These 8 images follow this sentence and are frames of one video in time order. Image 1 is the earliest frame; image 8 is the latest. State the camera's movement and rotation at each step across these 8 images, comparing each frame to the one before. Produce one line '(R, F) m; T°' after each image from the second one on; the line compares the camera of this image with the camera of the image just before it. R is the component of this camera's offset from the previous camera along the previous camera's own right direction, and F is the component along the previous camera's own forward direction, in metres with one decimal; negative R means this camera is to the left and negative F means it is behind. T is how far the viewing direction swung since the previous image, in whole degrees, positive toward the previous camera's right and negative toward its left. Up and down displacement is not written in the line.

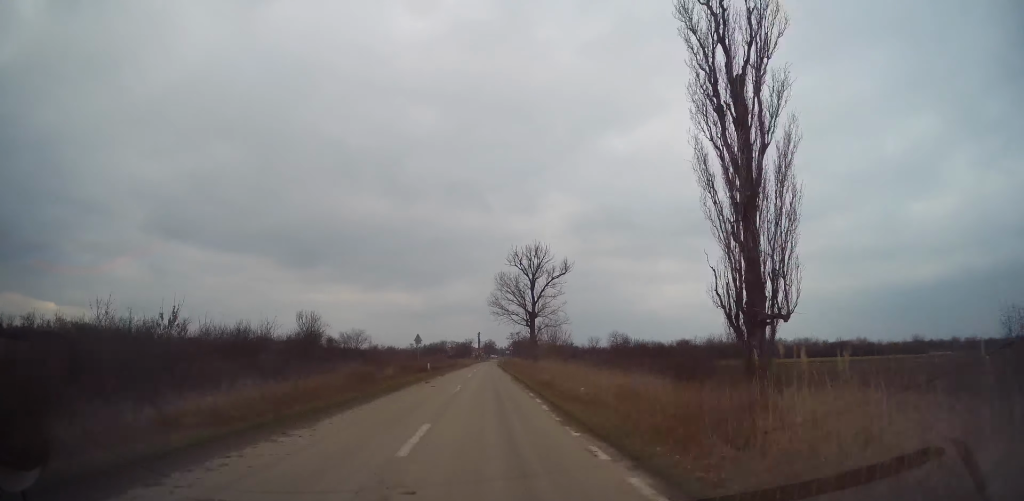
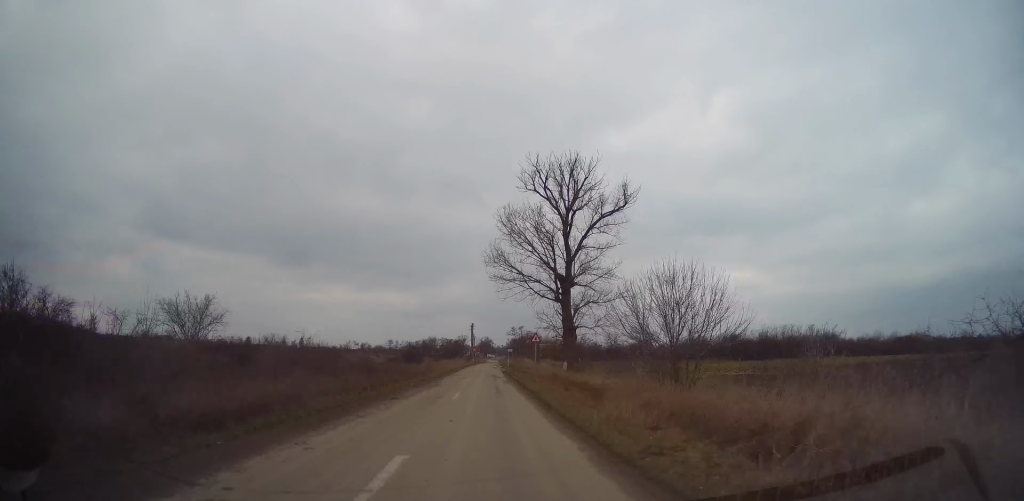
(-0.2, +38.1) m; 0°
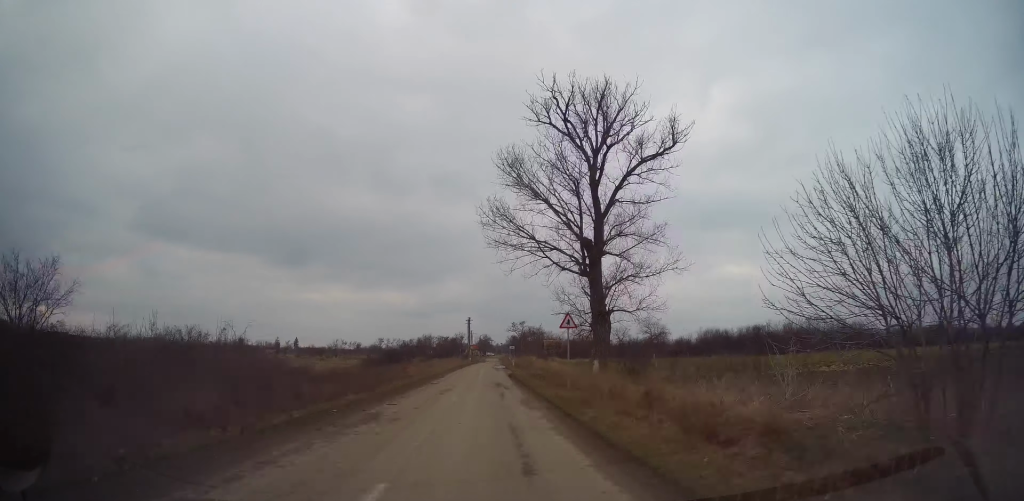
(0.0, +13.1) m; +1°
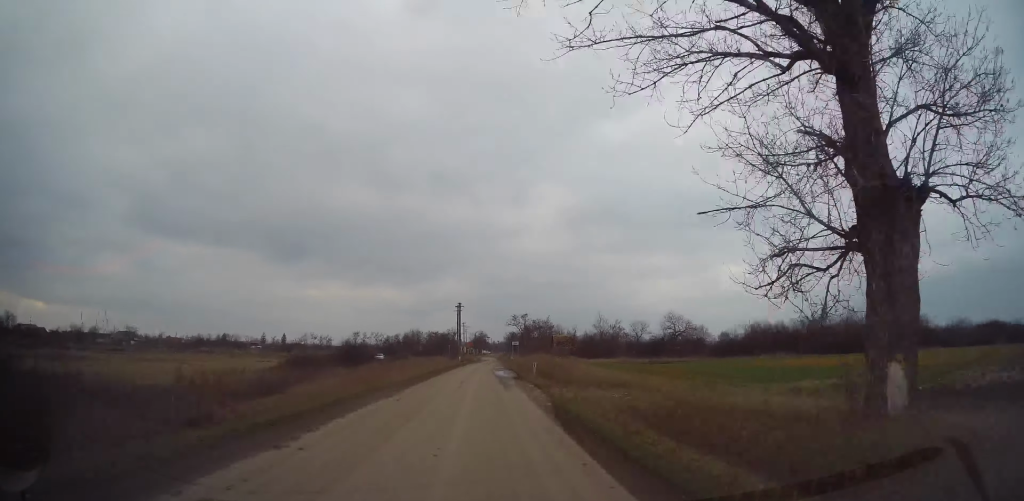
(+0.2, +24.6) m; +1°
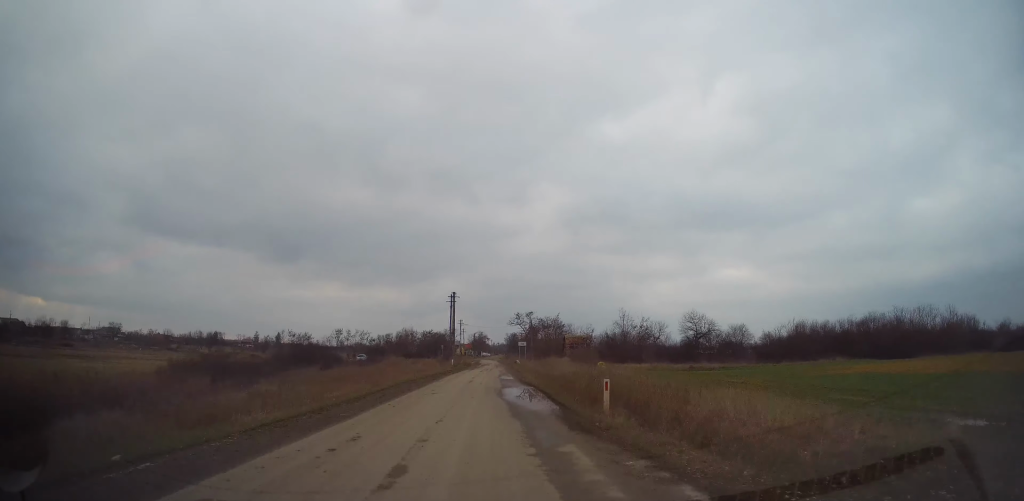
(+0.1, +15.6) m; +1°
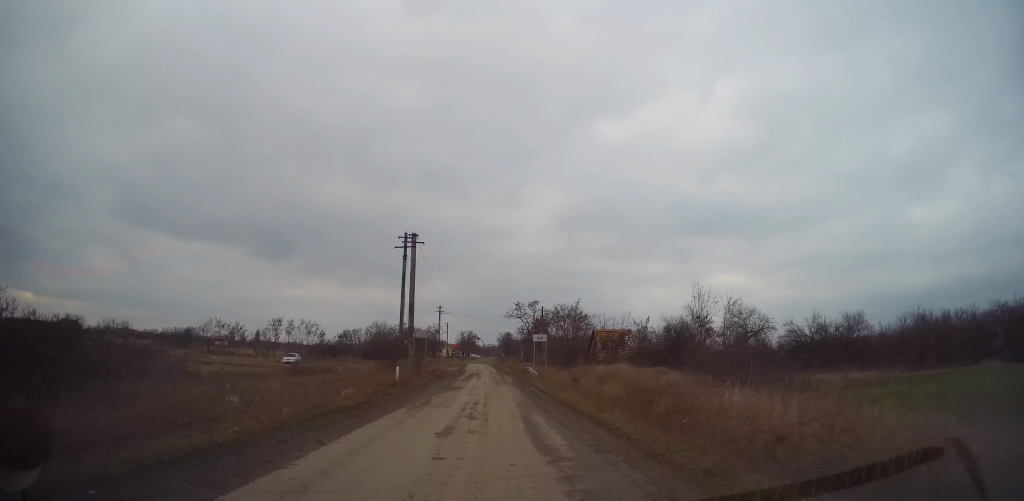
(+0.4, +31.9) m; 0°
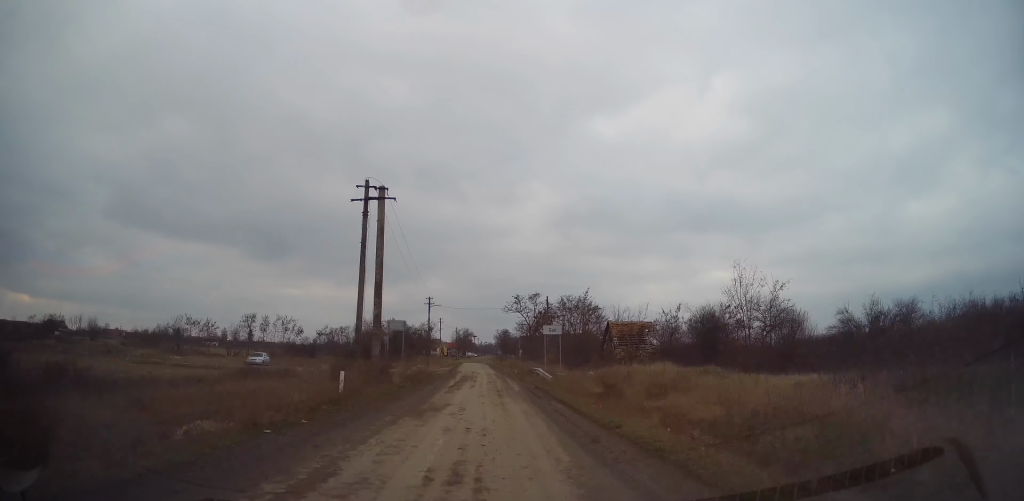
(-0.2, +8.8) m; +1°
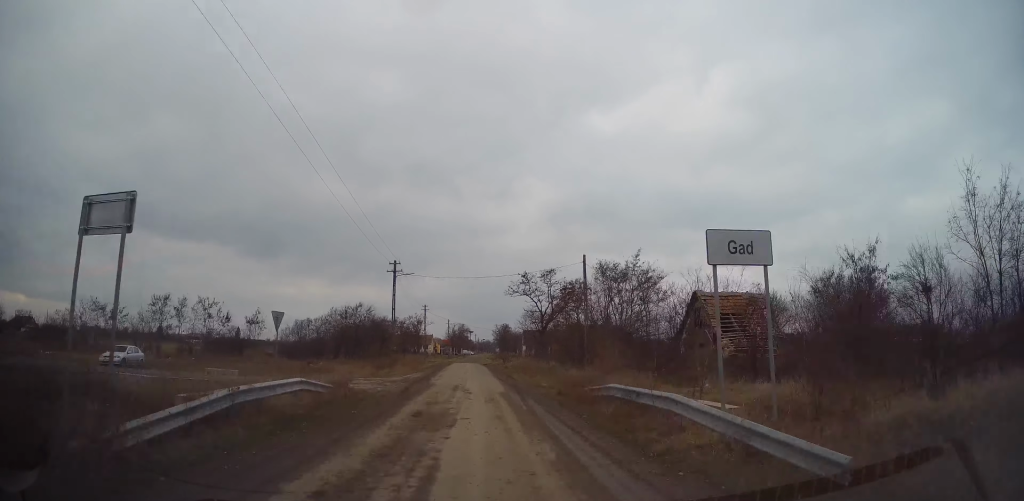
(+0.5, +22.9) m; +1°
